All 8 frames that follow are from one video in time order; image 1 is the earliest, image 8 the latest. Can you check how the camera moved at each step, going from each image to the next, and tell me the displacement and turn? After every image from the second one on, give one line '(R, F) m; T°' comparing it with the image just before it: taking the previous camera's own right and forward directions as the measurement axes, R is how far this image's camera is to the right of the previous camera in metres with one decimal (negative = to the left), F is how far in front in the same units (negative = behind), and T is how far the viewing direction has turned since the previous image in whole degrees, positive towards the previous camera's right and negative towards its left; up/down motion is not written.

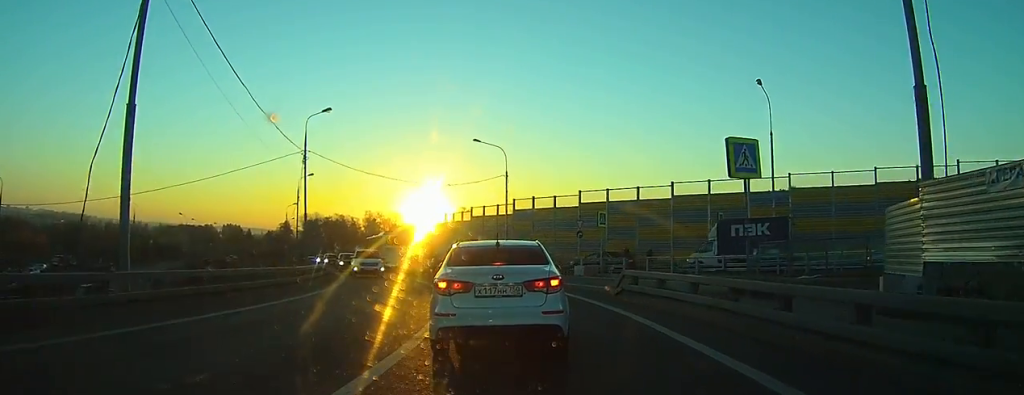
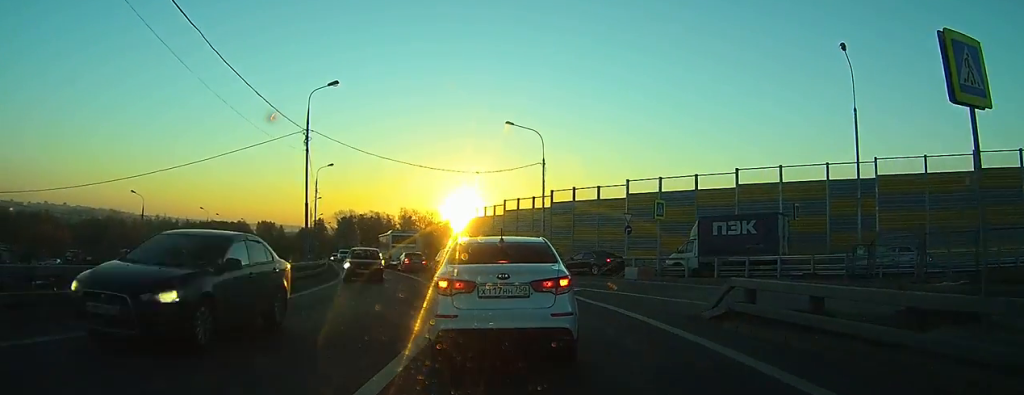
(0.0, +5.7) m; +1°
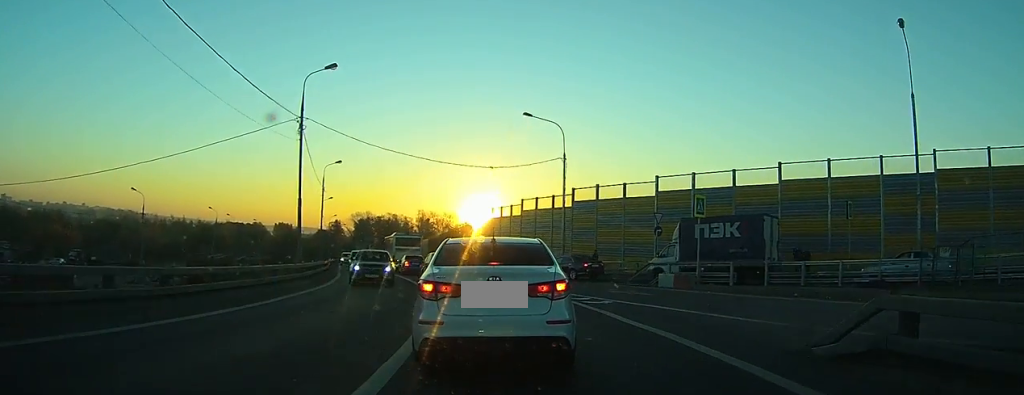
(+0.1, +3.7) m; -1°
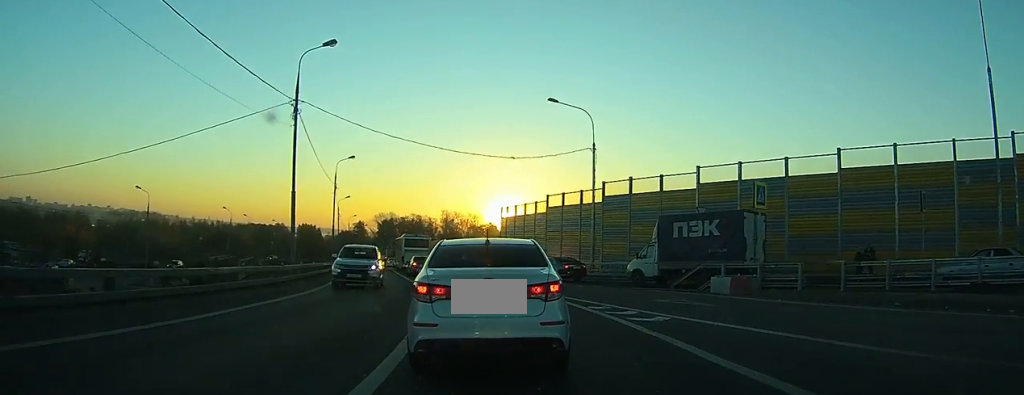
(-0.2, +4.3) m; -5°
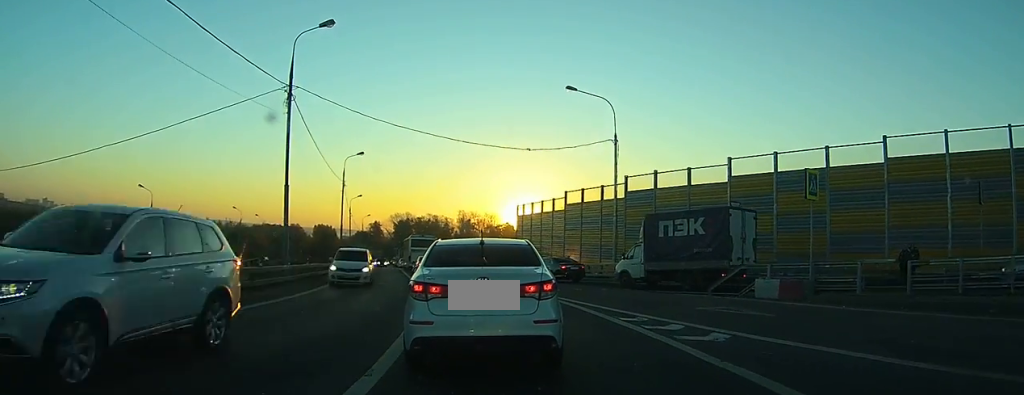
(-0.1, +2.9) m; 0°
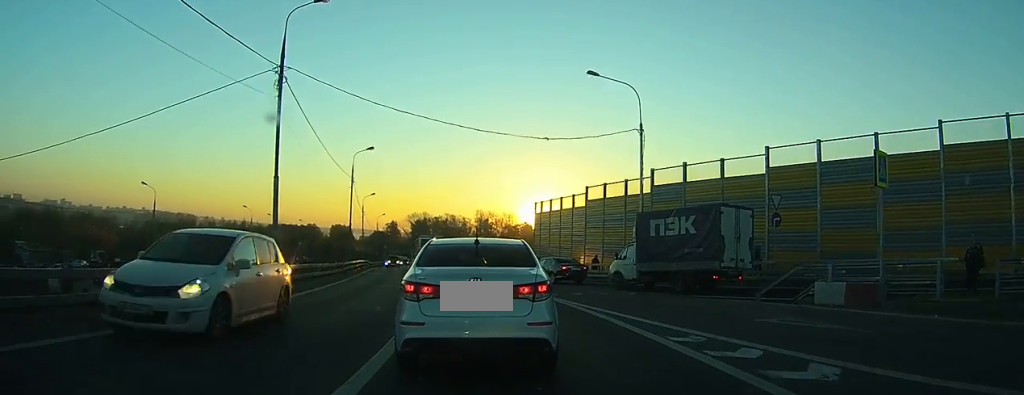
(-0.1, +2.6) m; 0°
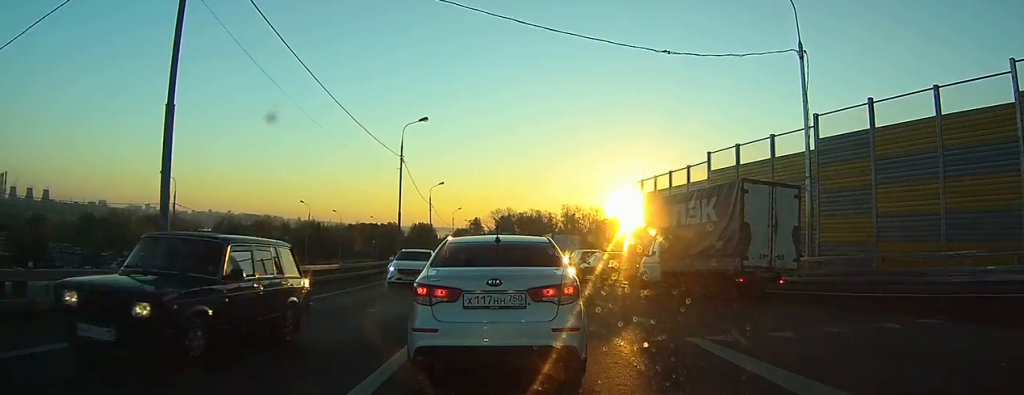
(-0.5, +11.2) m; -9°
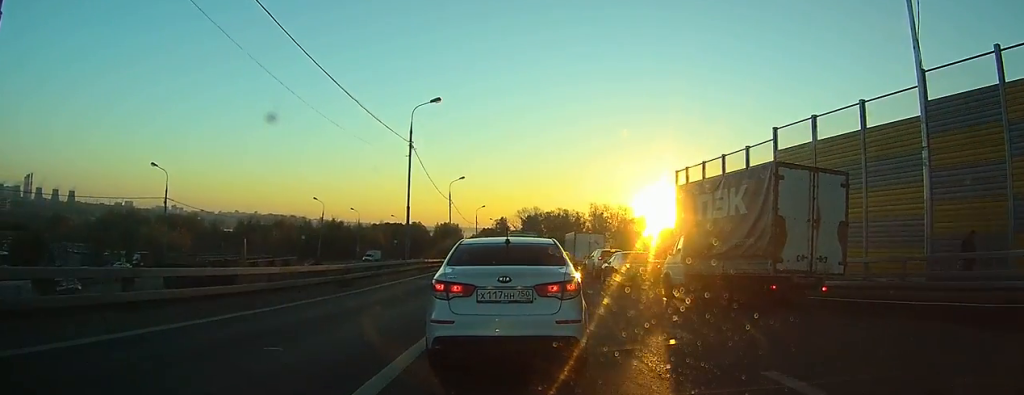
(-0.3, +6.4) m; -4°
